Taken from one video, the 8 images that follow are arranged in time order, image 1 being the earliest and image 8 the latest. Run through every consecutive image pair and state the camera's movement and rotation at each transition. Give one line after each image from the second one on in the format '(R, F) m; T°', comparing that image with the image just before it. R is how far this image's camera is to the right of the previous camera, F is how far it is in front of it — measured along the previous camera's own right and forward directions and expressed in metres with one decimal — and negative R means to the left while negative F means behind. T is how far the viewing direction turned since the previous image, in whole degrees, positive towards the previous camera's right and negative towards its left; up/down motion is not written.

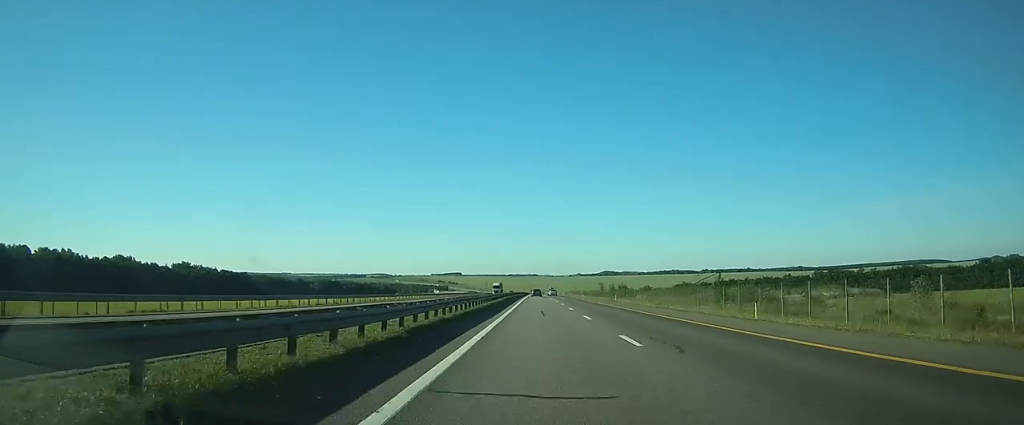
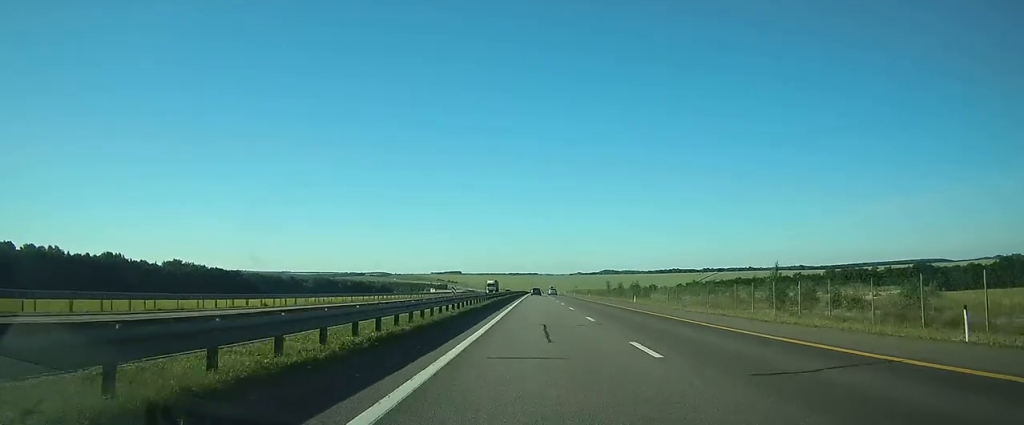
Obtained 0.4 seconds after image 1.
(0.0, +14.4) m; 0°
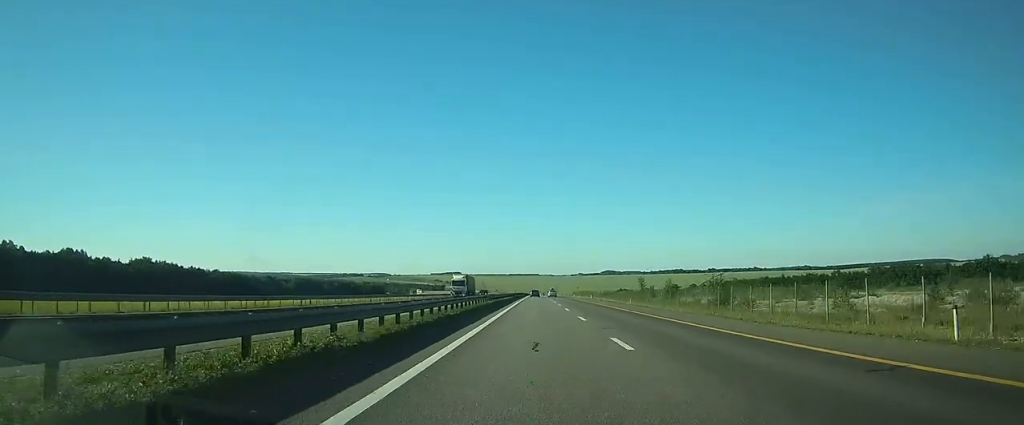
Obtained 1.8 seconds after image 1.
(0.0, +46.6) m; 0°
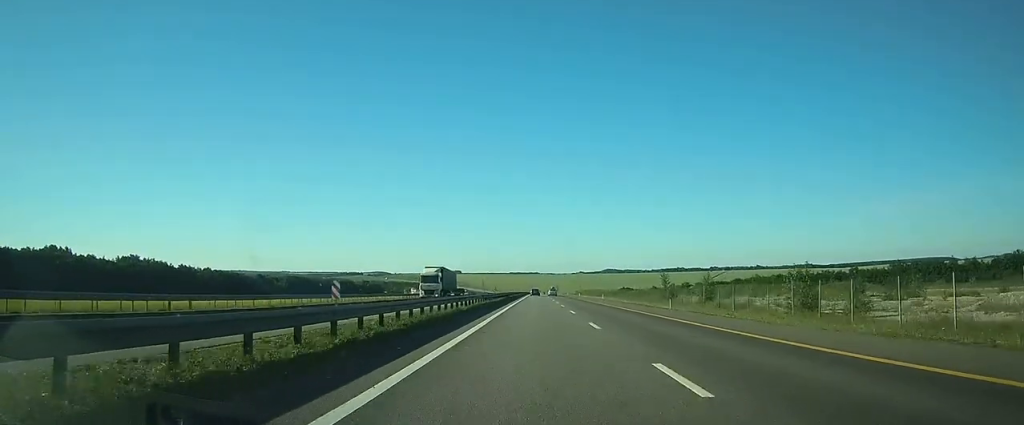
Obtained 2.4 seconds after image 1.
(0.0, +17.8) m; 0°
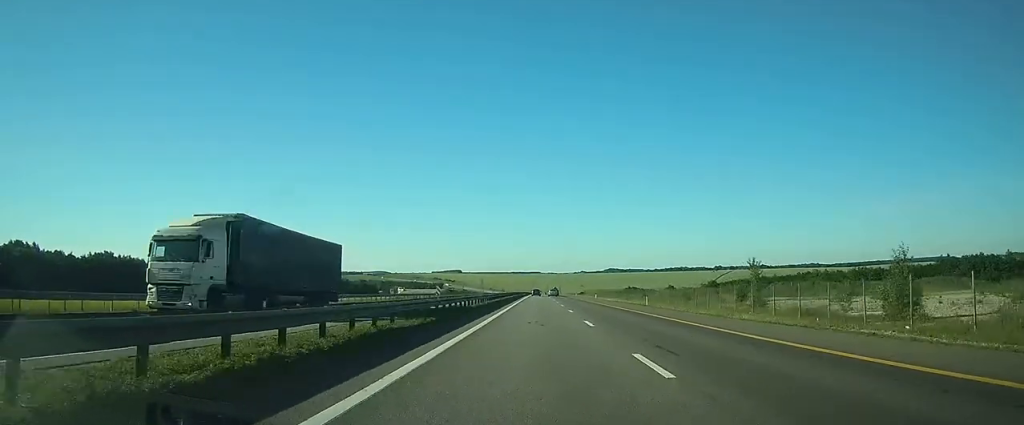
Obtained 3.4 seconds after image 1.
(+0.1, +34.7) m; 0°
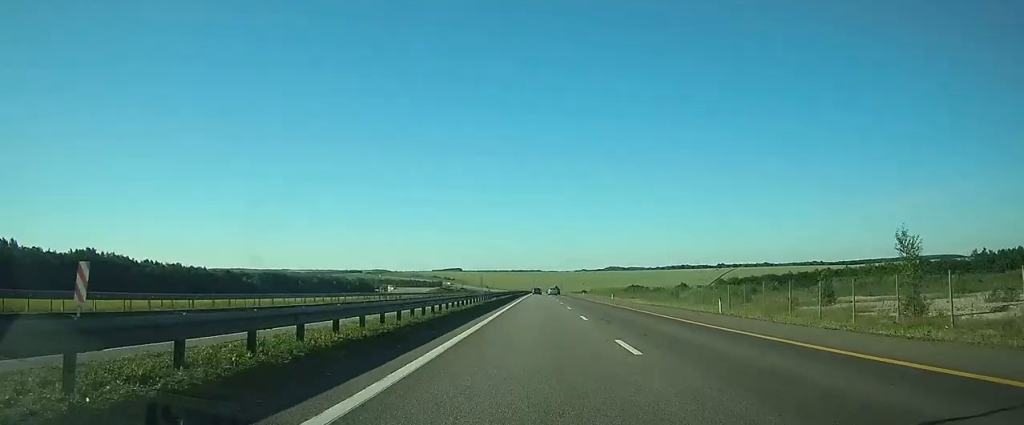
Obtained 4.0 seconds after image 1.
(0.0, +21.3) m; 0°
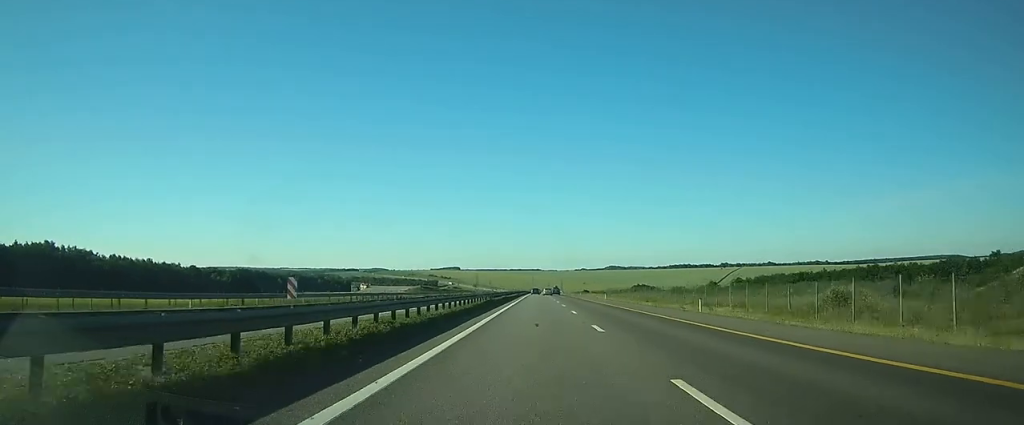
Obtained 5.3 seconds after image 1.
(-0.1, +42.7) m; 0°
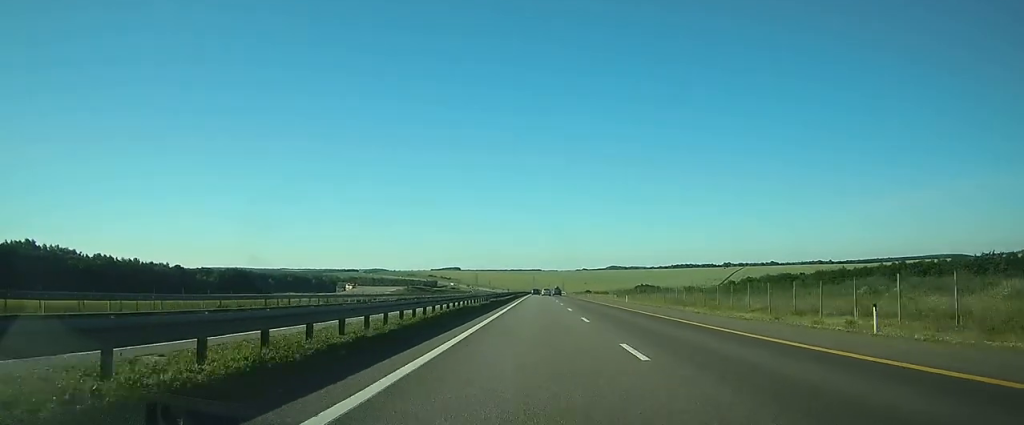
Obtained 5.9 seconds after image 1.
(0.0, +19.1) m; 0°
